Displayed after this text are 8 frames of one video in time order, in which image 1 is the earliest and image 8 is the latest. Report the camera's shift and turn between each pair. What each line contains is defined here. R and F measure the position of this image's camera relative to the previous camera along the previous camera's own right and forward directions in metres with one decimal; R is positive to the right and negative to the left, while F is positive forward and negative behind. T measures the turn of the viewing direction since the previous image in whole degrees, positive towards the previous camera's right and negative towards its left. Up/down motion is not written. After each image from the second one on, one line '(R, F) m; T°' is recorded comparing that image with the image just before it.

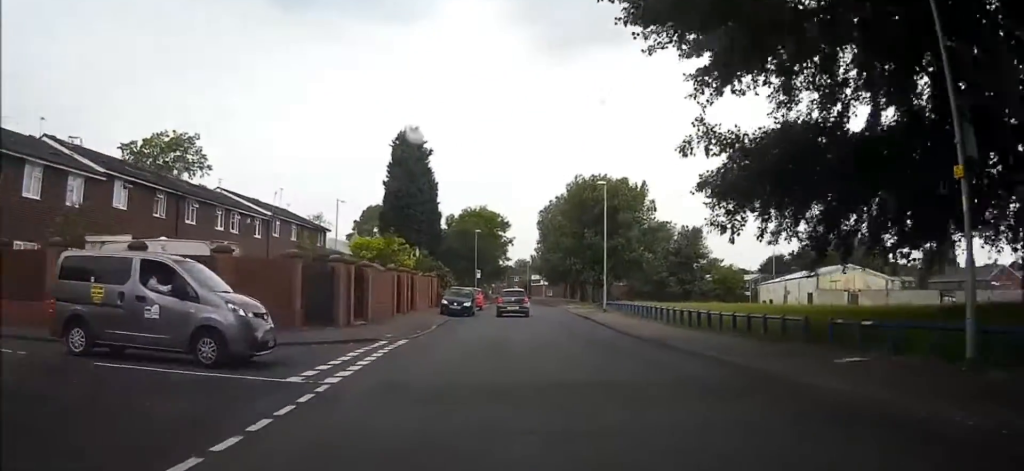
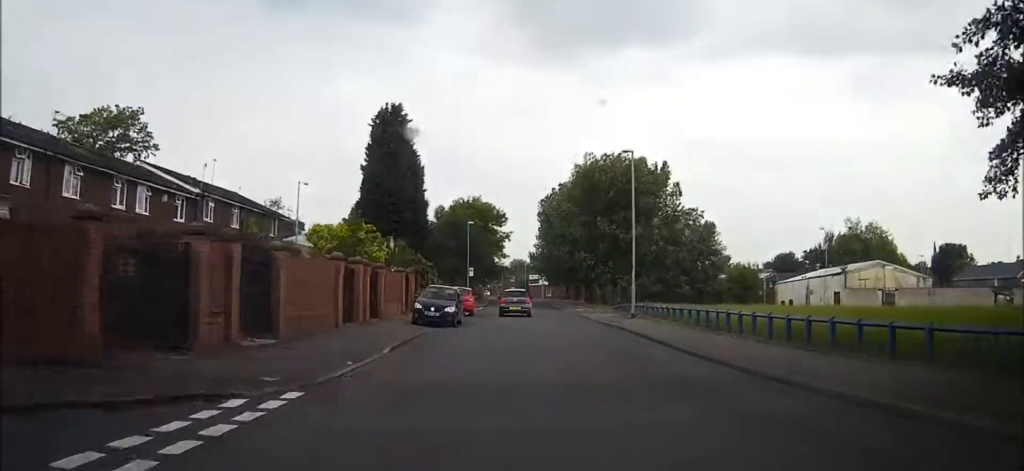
(0.0, +11.2) m; +1°
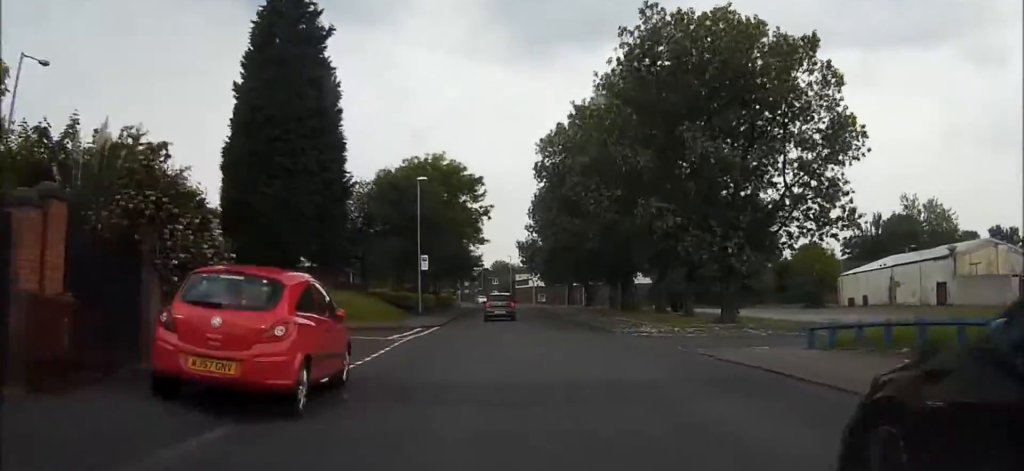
(+0.3, +31.9) m; 0°
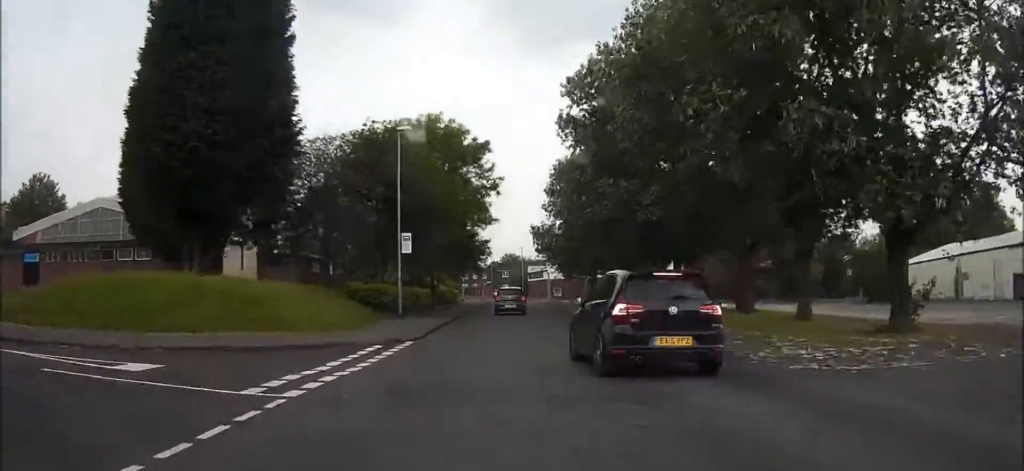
(-0.1, +12.8) m; 0°
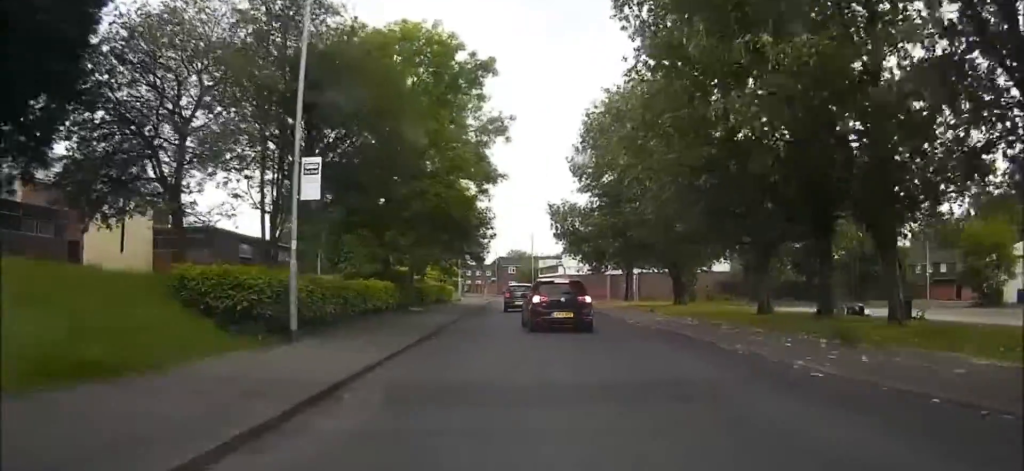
(+0.1, +17.4) m; 0°
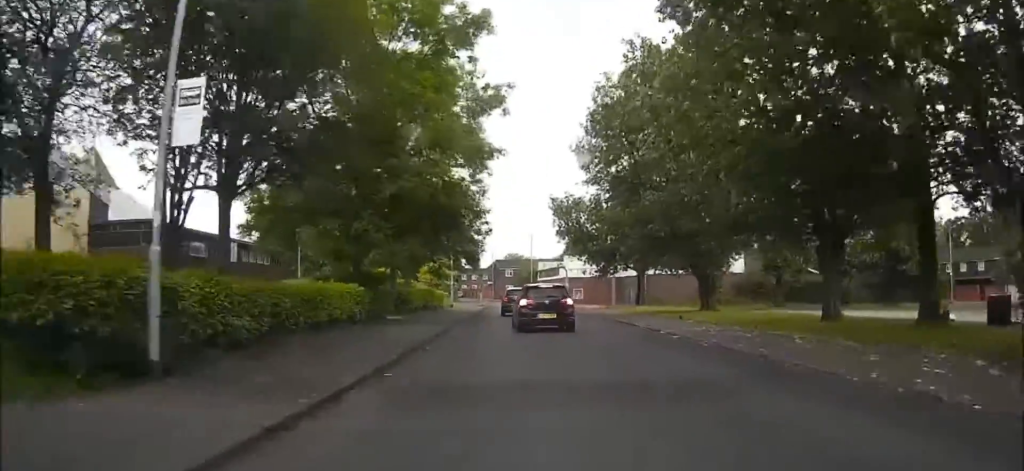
(0.0, +6.1) m; 0°
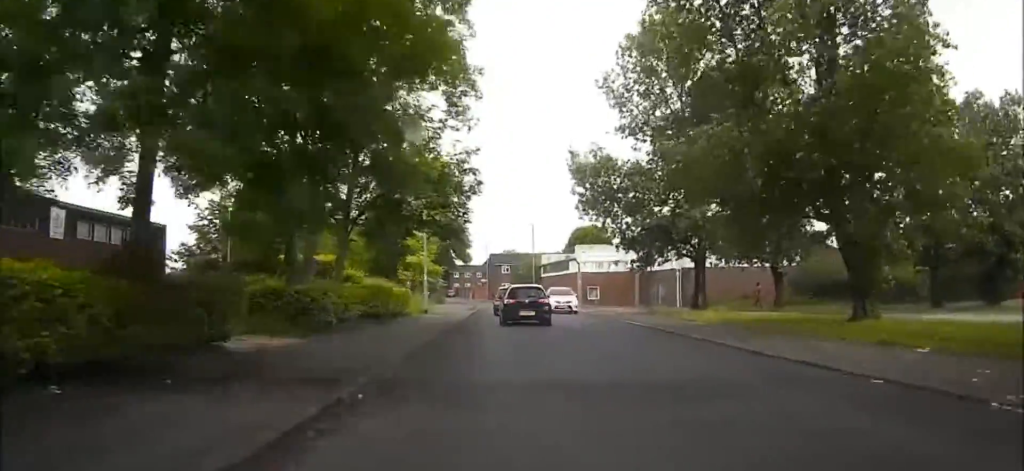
(+0.1, +16.3) m; +1°
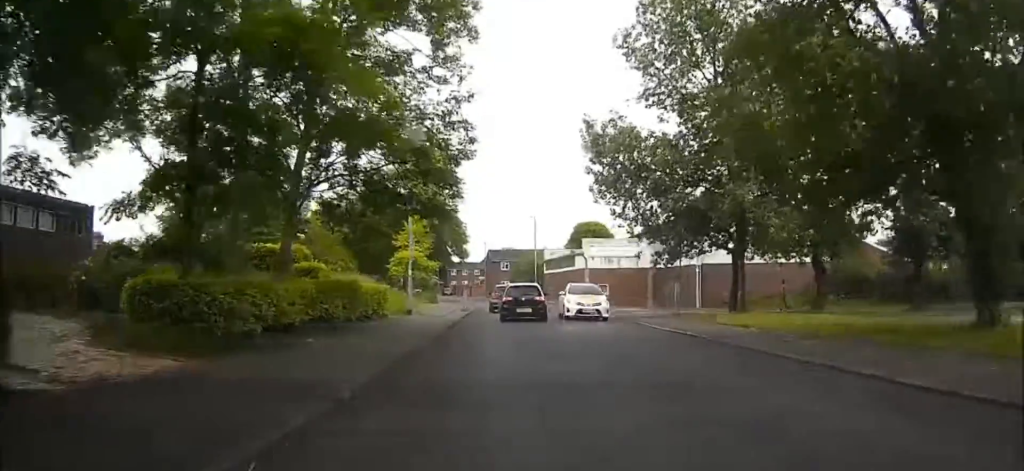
(+0.1, +6.1) m; 0°
